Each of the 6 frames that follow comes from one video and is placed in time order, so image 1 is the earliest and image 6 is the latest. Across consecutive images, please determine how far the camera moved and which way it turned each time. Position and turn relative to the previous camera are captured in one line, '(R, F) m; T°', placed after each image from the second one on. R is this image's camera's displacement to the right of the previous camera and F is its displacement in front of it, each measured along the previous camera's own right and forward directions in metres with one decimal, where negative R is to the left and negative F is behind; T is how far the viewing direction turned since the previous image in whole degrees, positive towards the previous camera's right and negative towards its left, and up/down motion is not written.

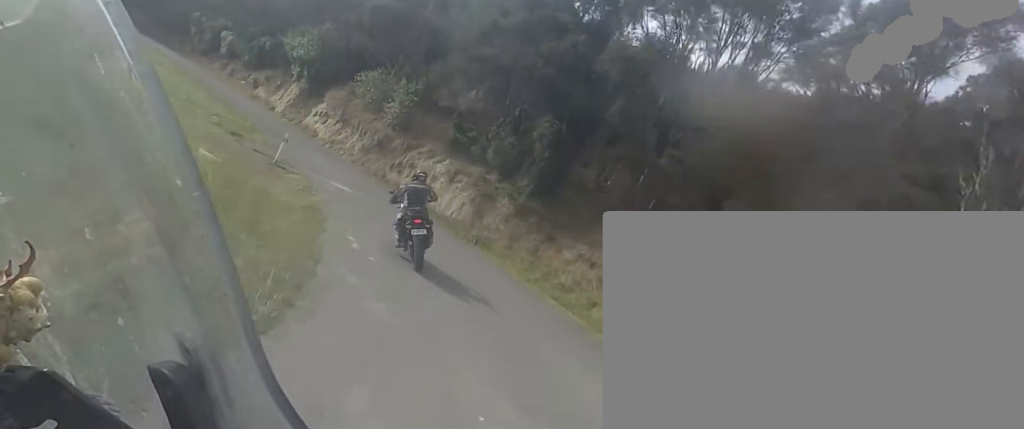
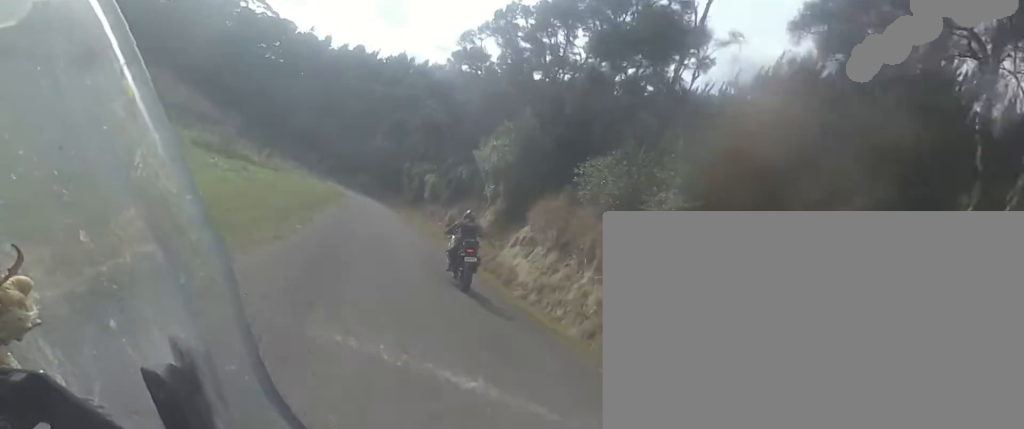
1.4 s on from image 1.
(-3.8, +19.5) m; -25°
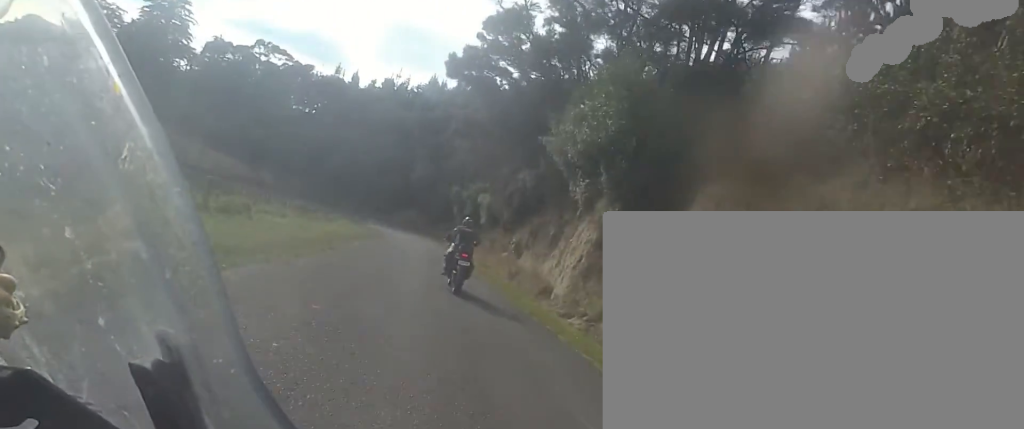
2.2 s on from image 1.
(-1.6, +11.6) m; -11°
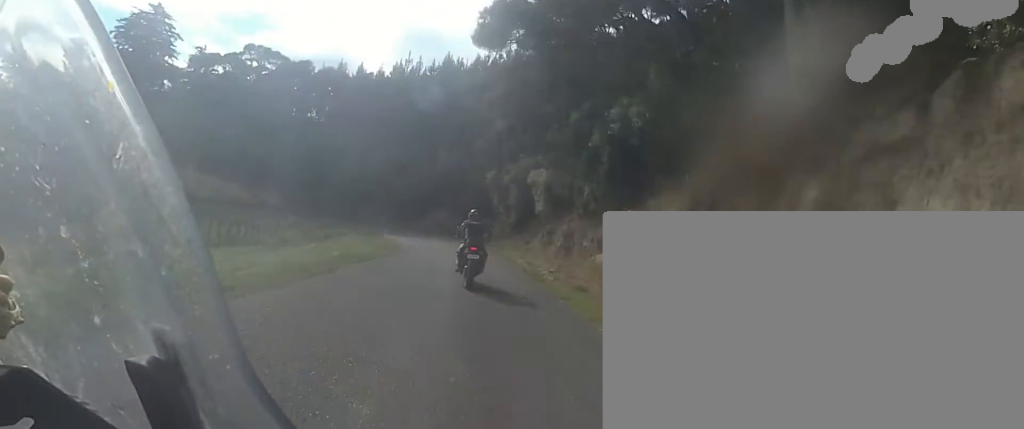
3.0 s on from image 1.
(-1.6, +14.2) m; -10°
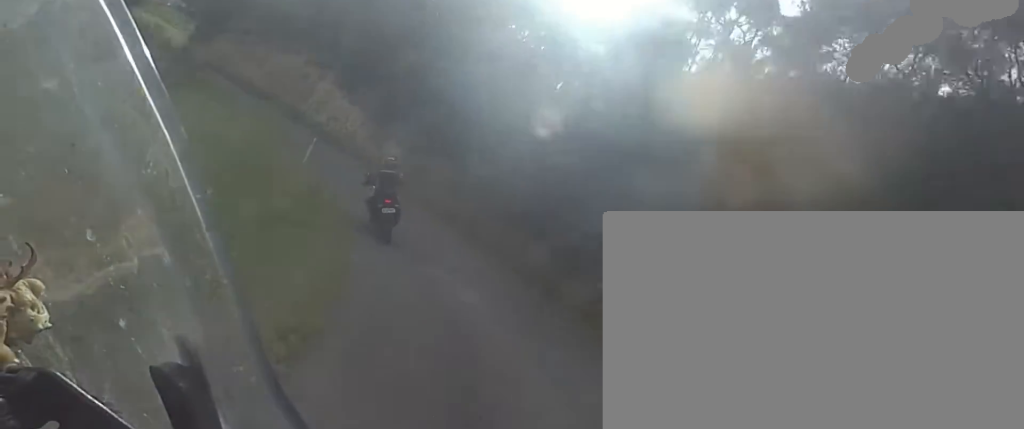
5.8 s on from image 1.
(-11.9, +43.4) m; -34°
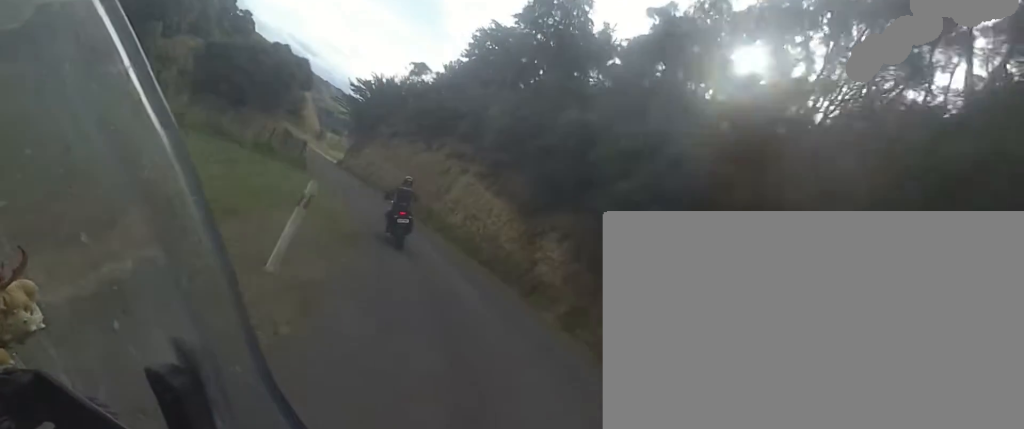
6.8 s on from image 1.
(-1.5, +14.7) m; -15°
